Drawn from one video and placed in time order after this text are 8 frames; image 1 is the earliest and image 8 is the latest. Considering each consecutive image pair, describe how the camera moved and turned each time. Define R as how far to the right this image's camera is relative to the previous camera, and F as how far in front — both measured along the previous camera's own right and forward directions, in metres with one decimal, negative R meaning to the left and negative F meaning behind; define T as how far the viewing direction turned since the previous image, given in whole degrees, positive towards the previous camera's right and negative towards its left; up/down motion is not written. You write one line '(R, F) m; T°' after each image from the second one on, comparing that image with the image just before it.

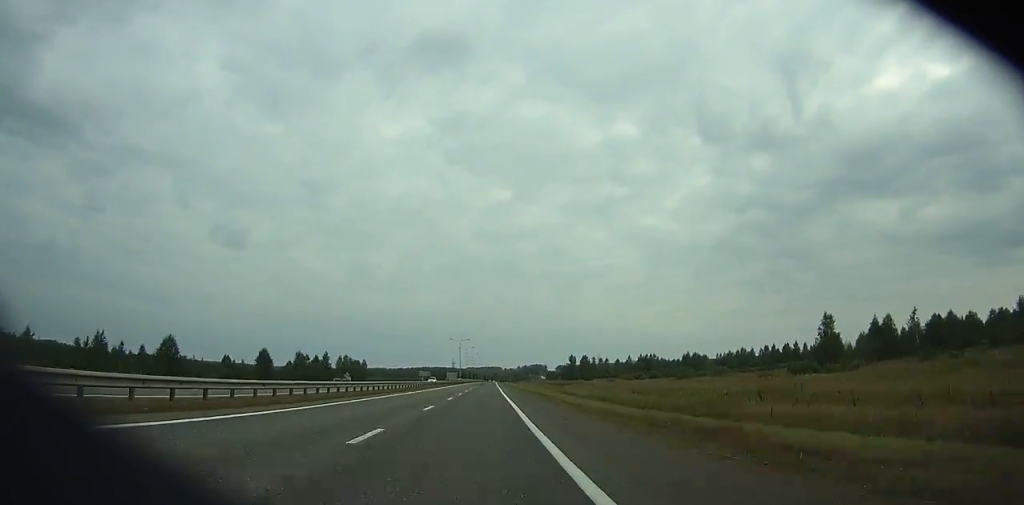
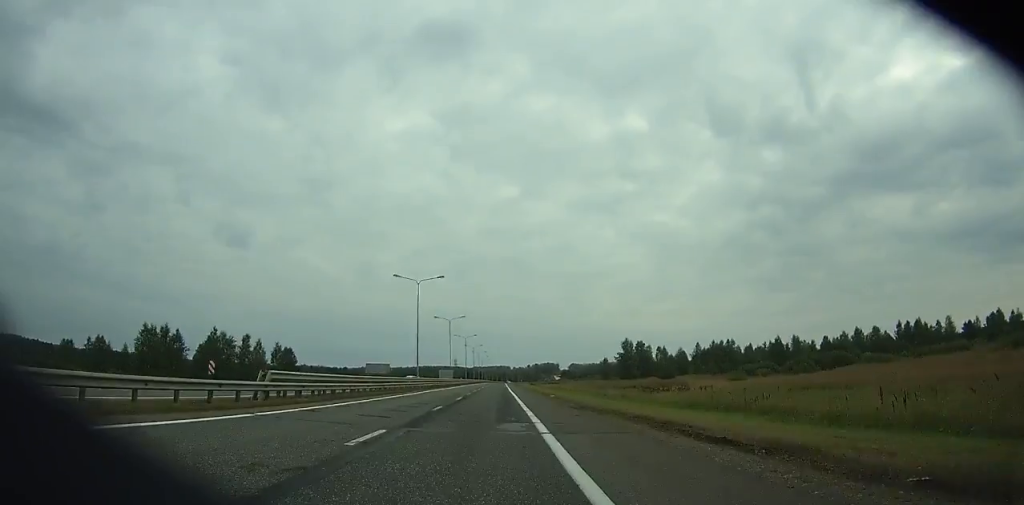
(-0.2, +96.7) m; 0°
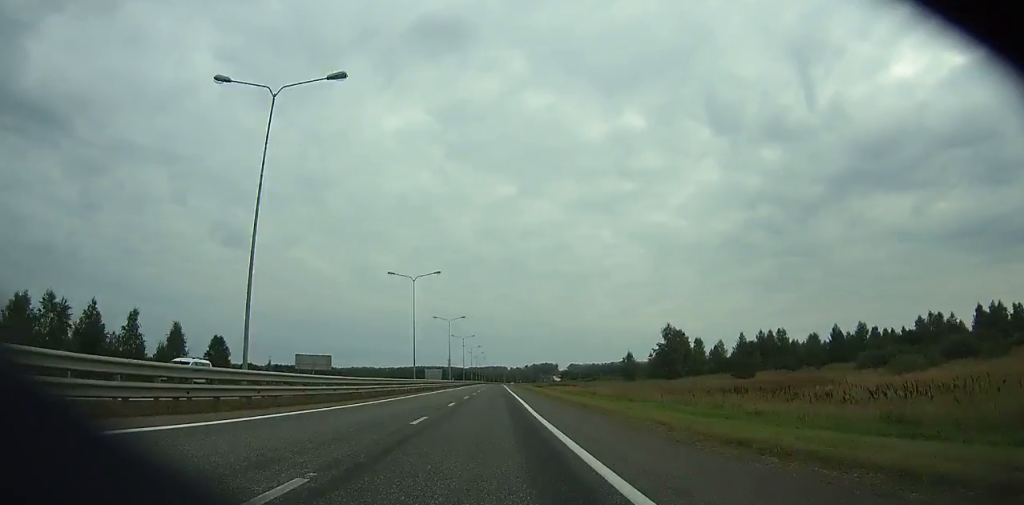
(0.0, +41.6) m; 0°
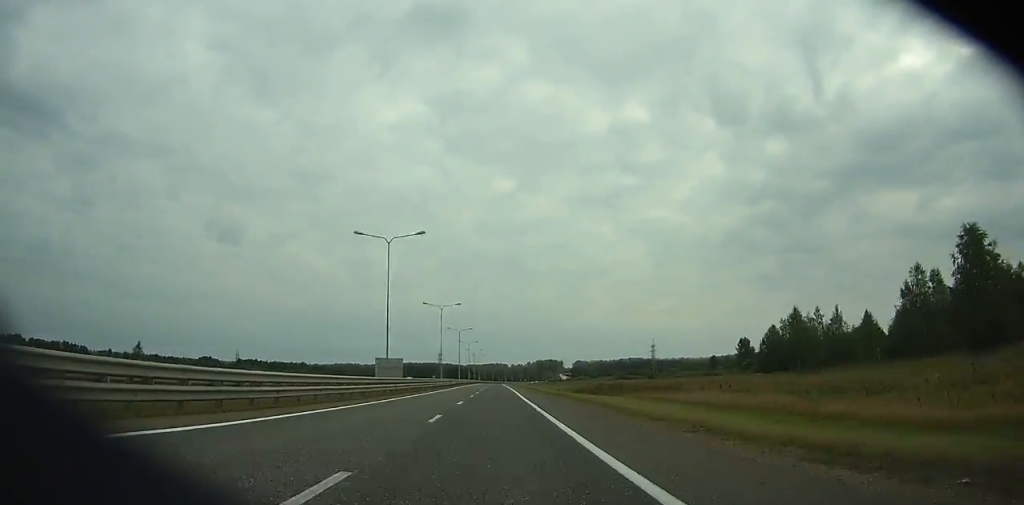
(-0.2, +94.2) m; 0°
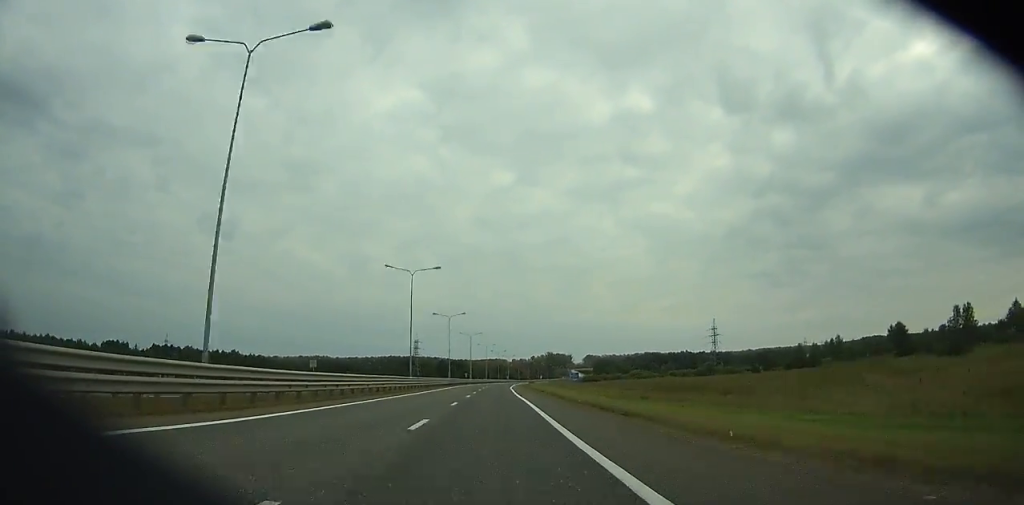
(+0.5, +144.4) m; 0°
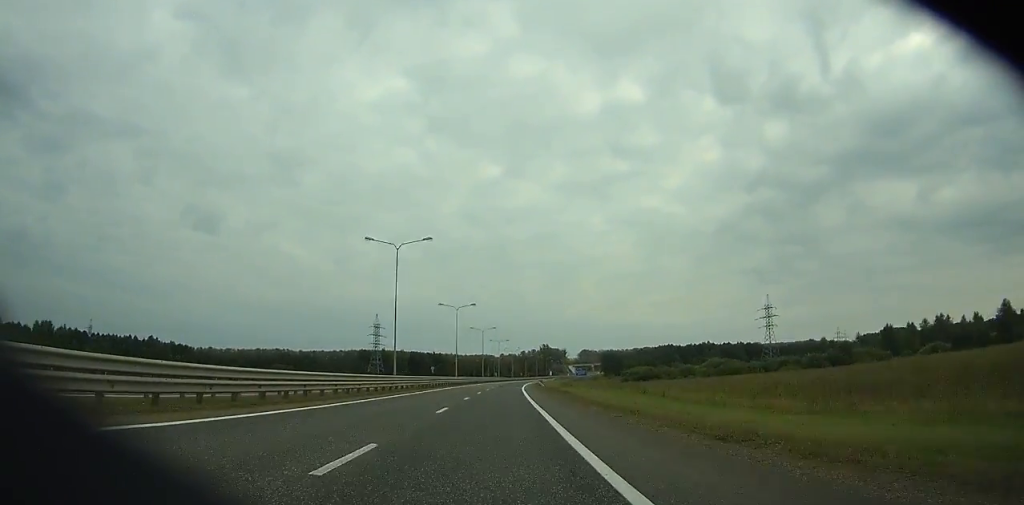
(+0.3, +91.5) m; +1°
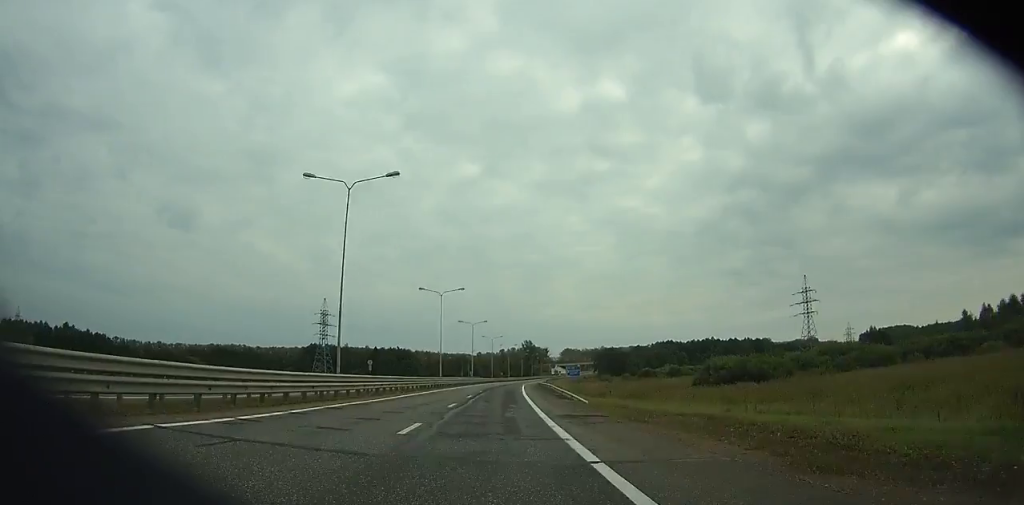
(+0.4, +56.0) m; +1°
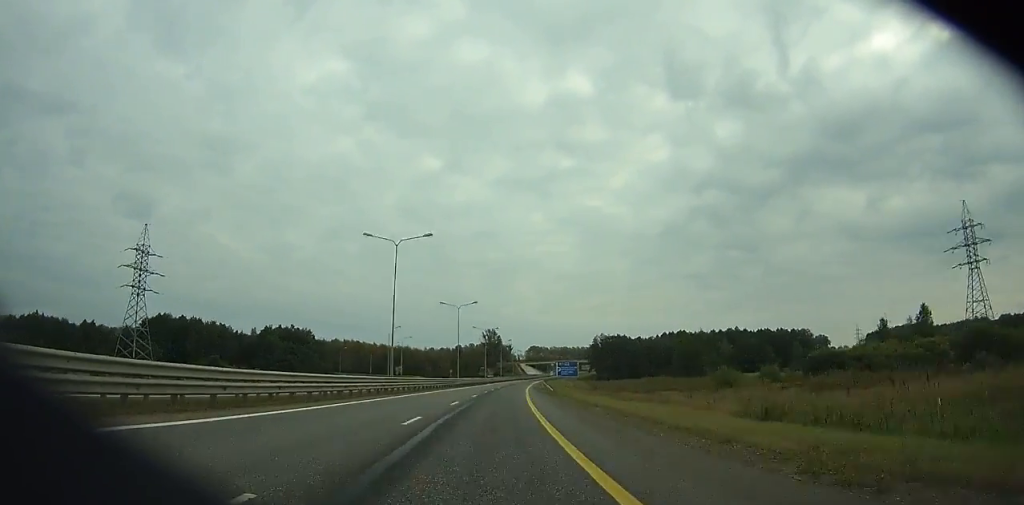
(+3.6, +106.7) m; +4°
